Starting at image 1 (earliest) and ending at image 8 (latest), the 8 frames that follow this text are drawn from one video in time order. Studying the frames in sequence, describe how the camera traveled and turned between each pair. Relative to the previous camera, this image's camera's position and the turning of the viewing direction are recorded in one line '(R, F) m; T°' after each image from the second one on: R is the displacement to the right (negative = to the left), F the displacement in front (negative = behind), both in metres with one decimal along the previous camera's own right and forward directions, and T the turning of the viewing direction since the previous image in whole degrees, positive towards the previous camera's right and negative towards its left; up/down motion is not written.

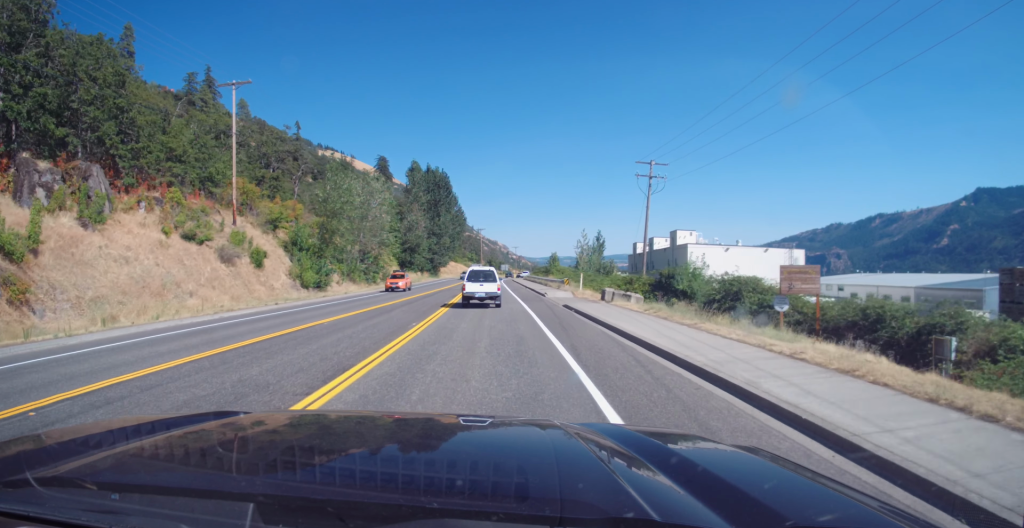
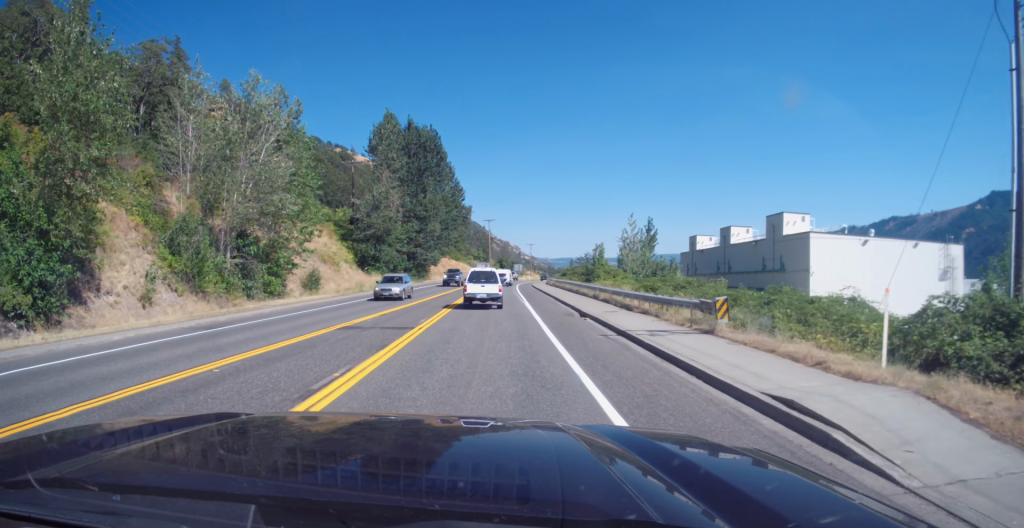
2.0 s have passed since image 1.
(+1.1, +35.7) m; 0°
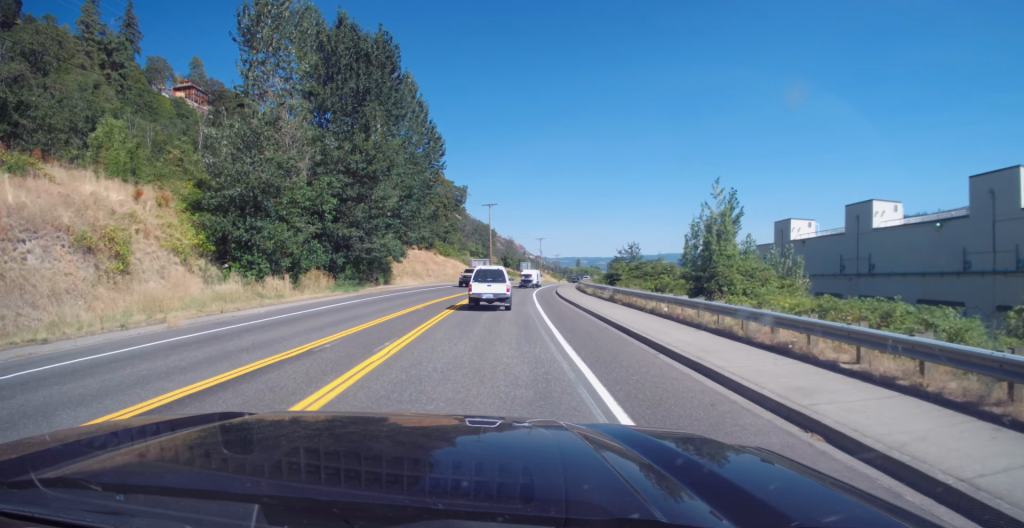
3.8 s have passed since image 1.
(-0.1, +34.3) m; +1°
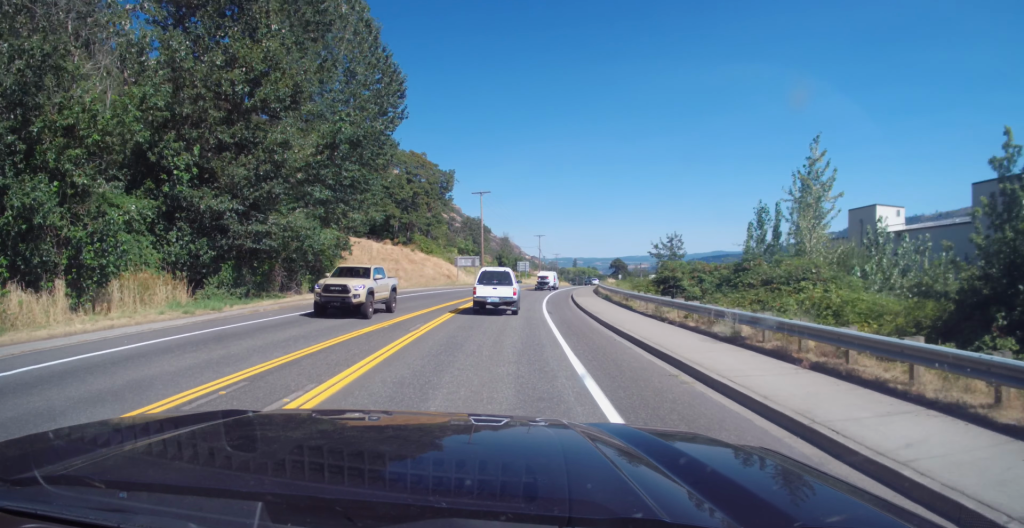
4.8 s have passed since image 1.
(-0.3, +19.3) m; 0°
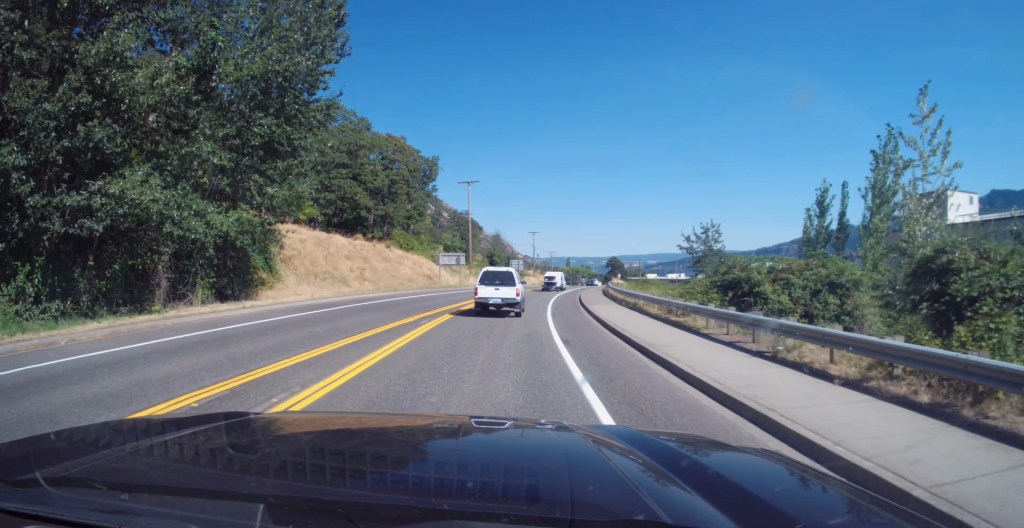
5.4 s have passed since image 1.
(+0.2, +11.0) m; 0°
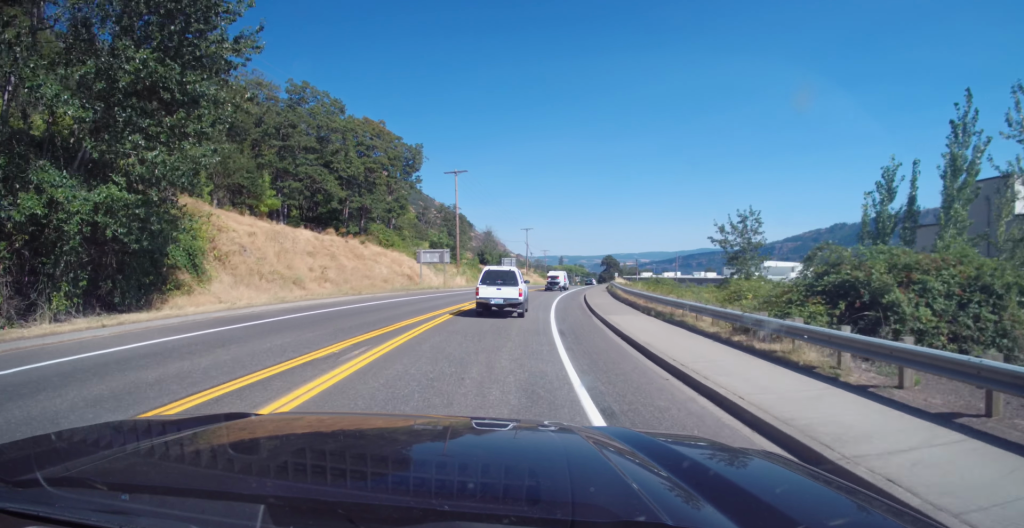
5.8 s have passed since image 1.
(+0.2, +8.4) m; 0°
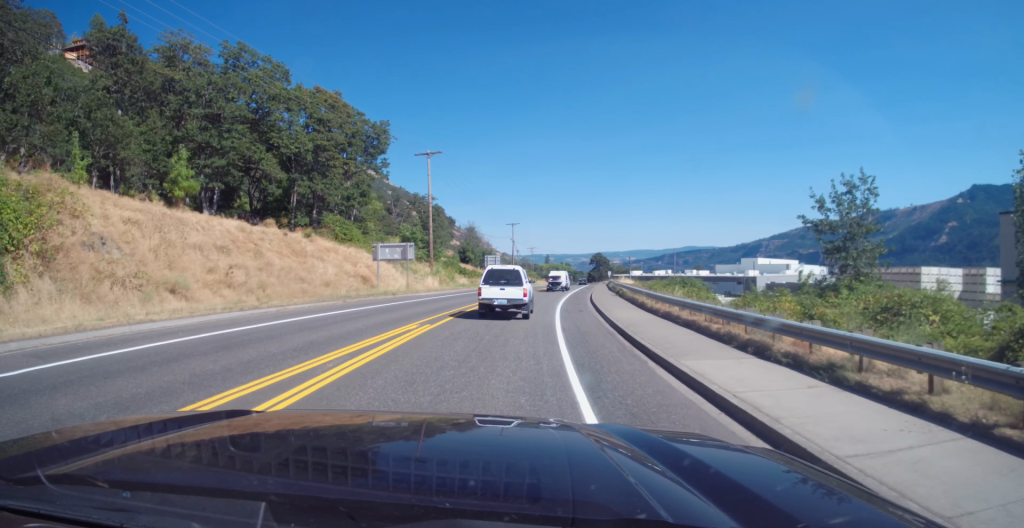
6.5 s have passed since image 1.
(-0.2, +12.3) m; +2°
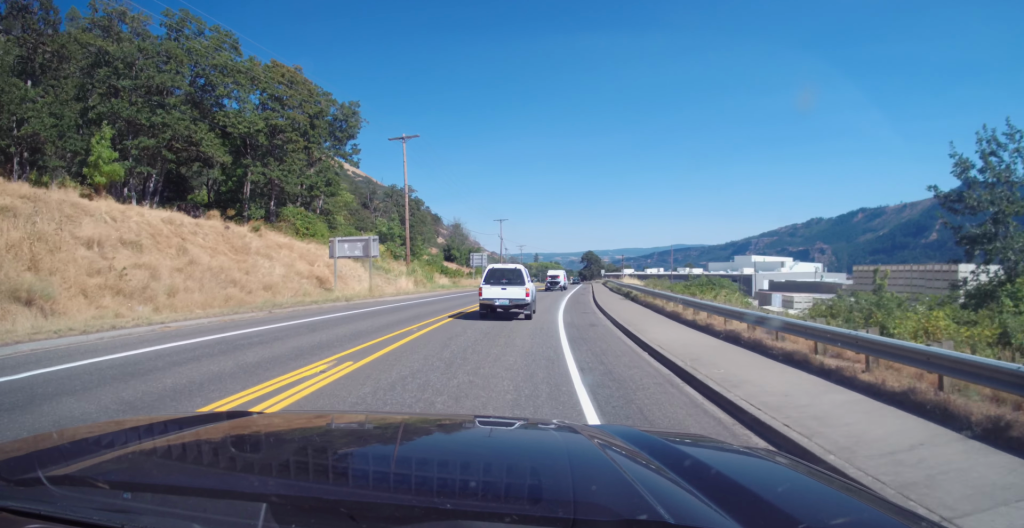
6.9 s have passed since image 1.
(-0.3, +8.0) m; +1°
